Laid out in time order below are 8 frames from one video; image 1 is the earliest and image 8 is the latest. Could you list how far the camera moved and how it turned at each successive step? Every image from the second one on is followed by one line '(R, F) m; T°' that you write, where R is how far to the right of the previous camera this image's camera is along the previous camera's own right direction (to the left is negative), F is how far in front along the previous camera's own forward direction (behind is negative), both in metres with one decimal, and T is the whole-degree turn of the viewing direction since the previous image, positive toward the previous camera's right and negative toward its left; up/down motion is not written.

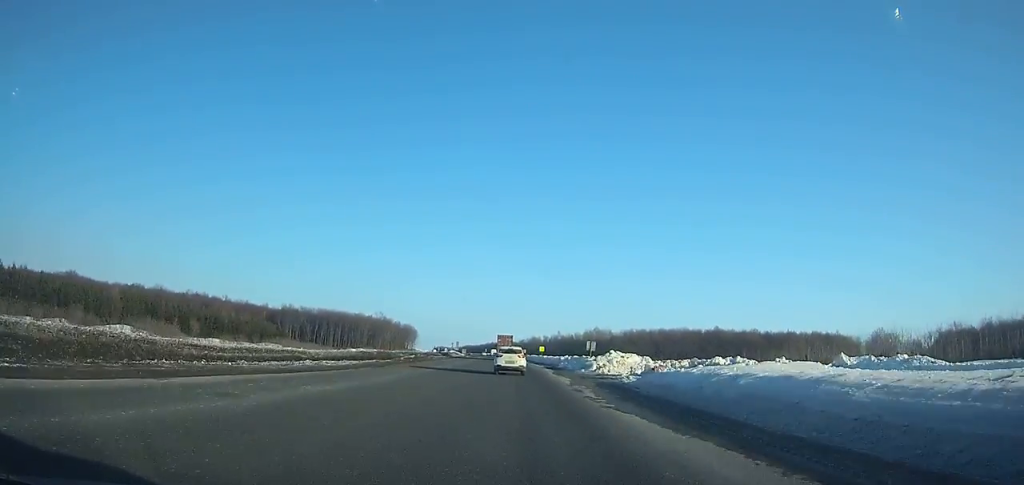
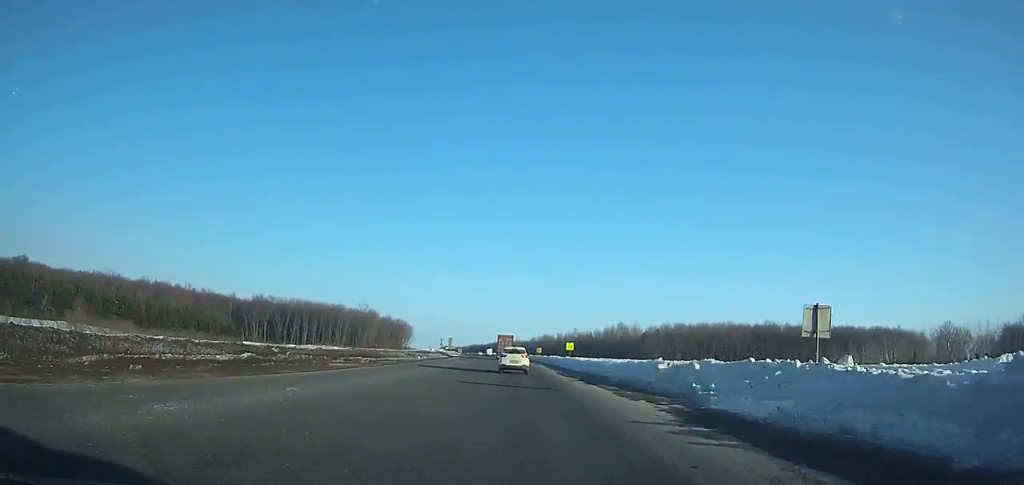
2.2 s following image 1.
(-0.5, +45.2) m; -1°
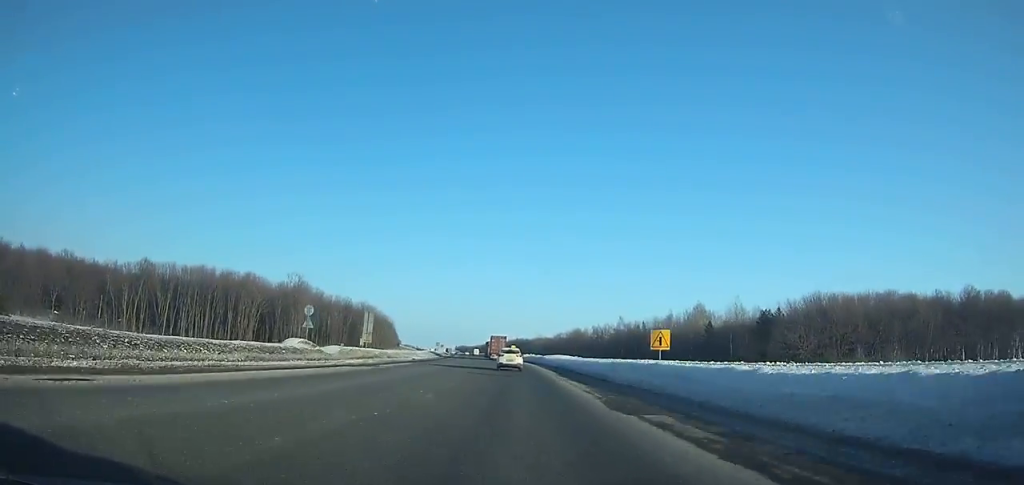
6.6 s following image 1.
(-1.8, +91.7) m; -2°
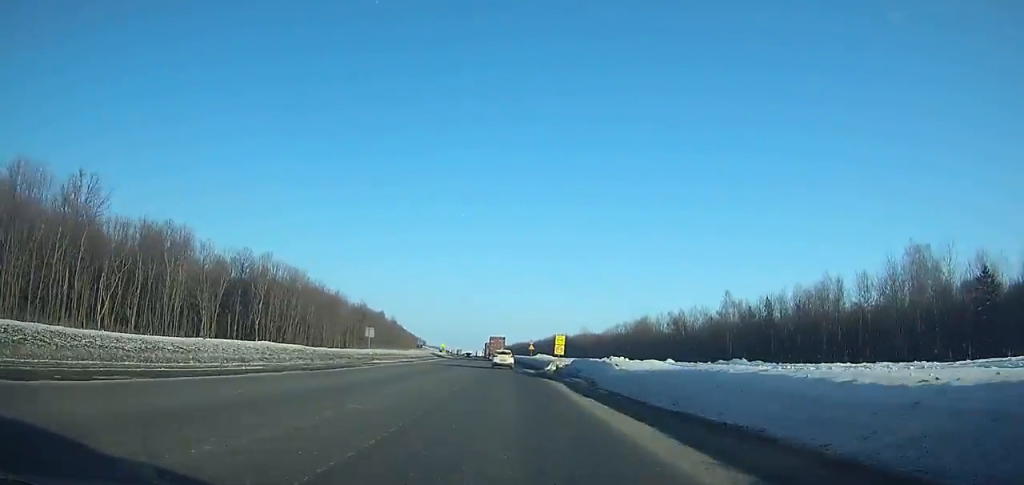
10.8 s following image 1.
(-2.0, +89.6) m; -3°
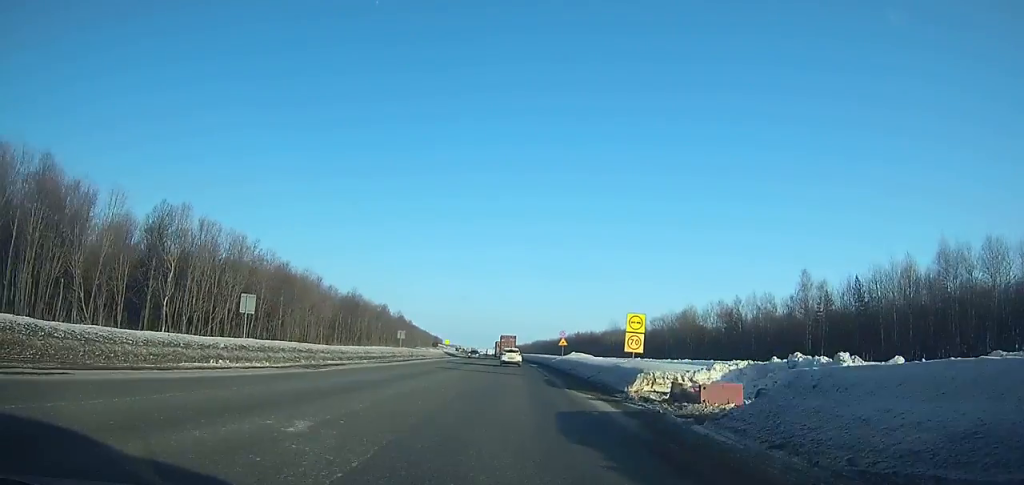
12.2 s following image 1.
(-0.8, +30.5) m; -1°
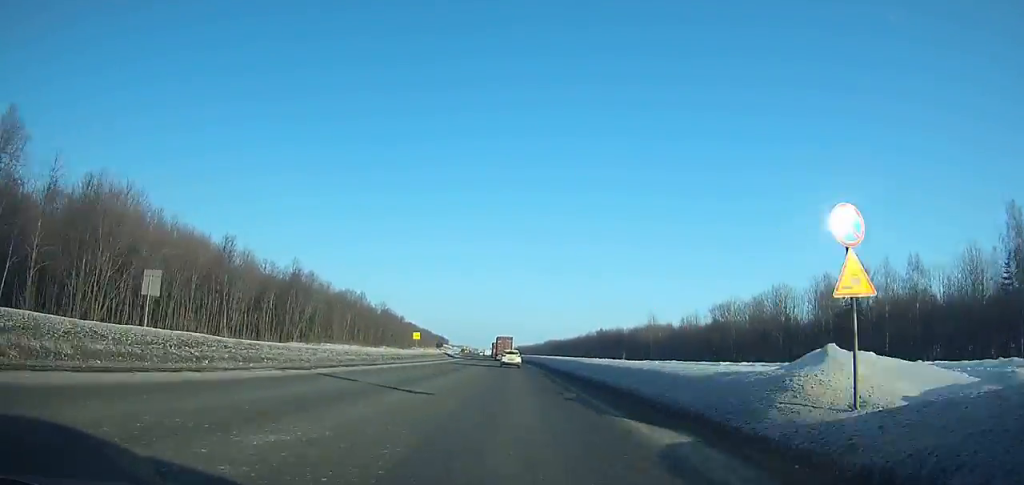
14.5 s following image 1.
(-0.8, +50.5) m; -1°
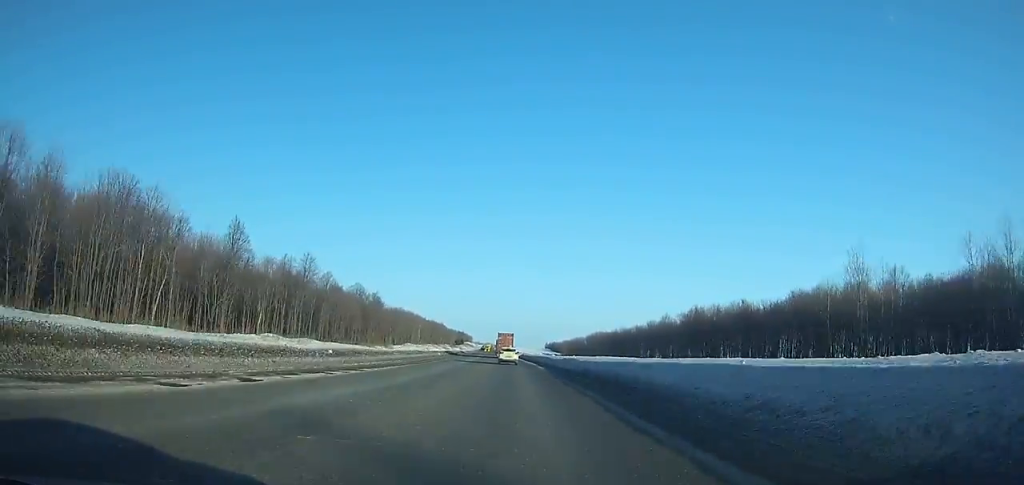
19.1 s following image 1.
(-1.9, +102.4) m; -2°
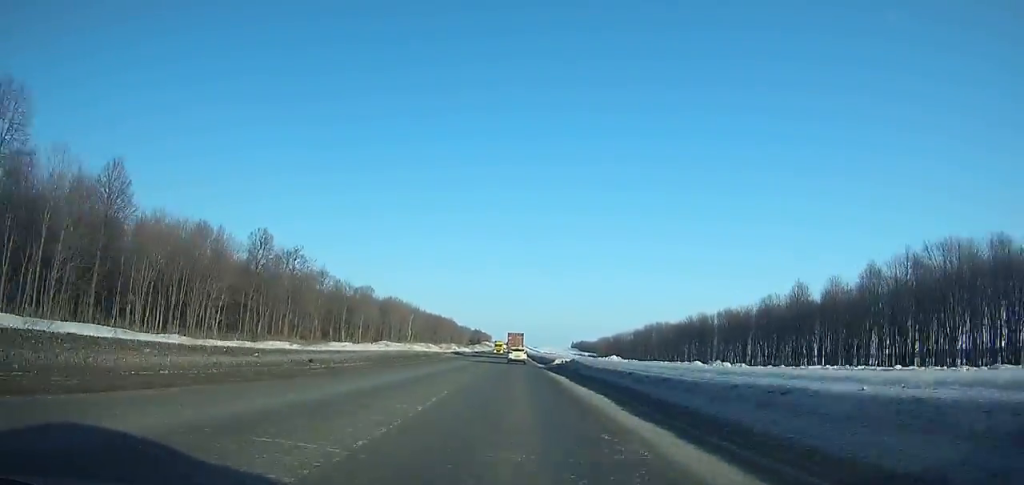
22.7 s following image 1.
(-1.4, +80.8) m; -1°
